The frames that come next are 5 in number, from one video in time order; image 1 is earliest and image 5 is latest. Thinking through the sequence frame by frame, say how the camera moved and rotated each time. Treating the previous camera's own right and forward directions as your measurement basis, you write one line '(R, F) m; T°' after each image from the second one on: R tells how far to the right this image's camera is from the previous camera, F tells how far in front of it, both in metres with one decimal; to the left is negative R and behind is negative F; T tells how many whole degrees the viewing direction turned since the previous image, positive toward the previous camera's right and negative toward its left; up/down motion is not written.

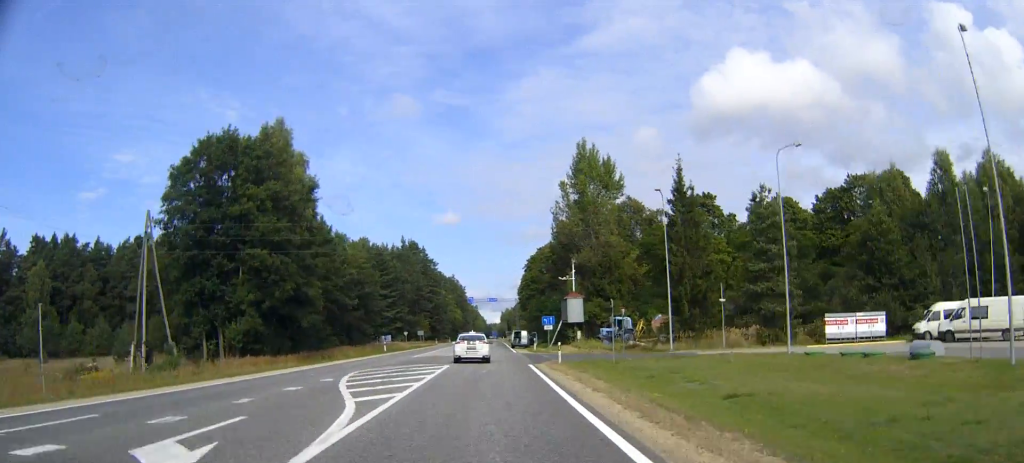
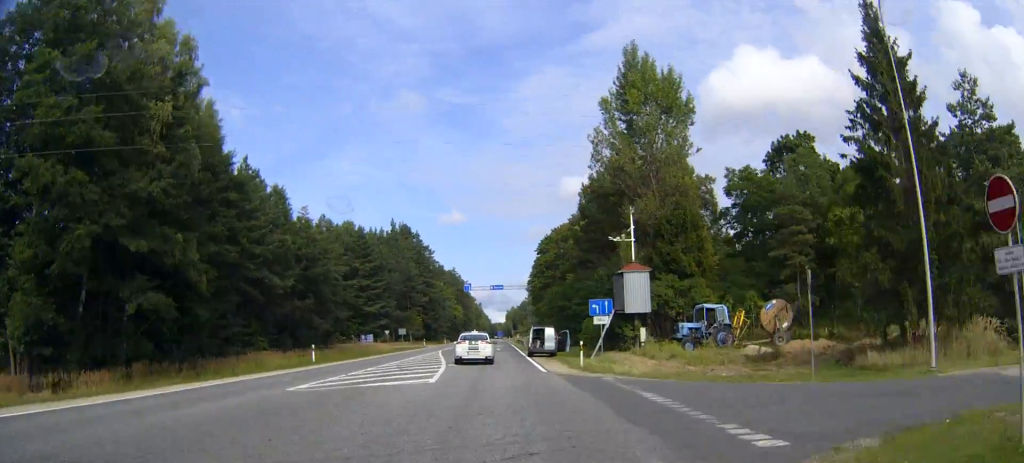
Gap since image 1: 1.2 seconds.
(+0.1, +31.9) m; 0°
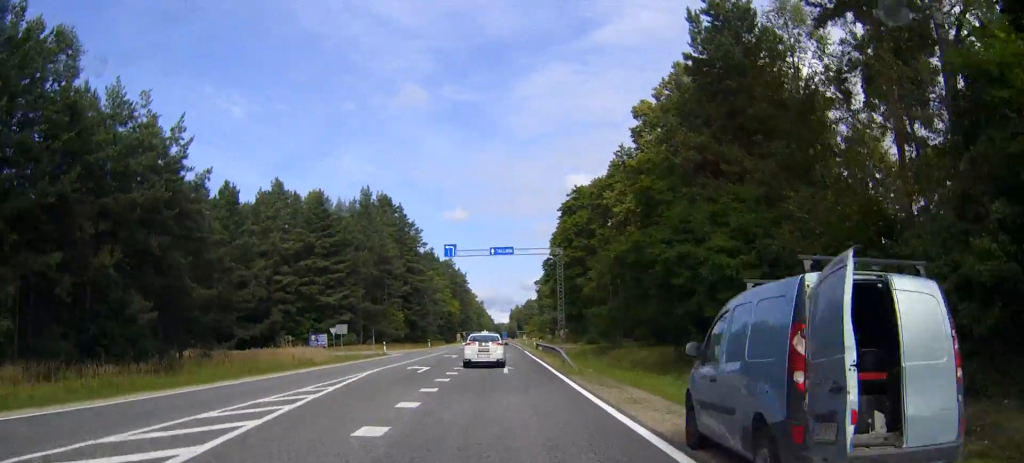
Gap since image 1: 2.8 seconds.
(0.0, +39.7) m; 0°
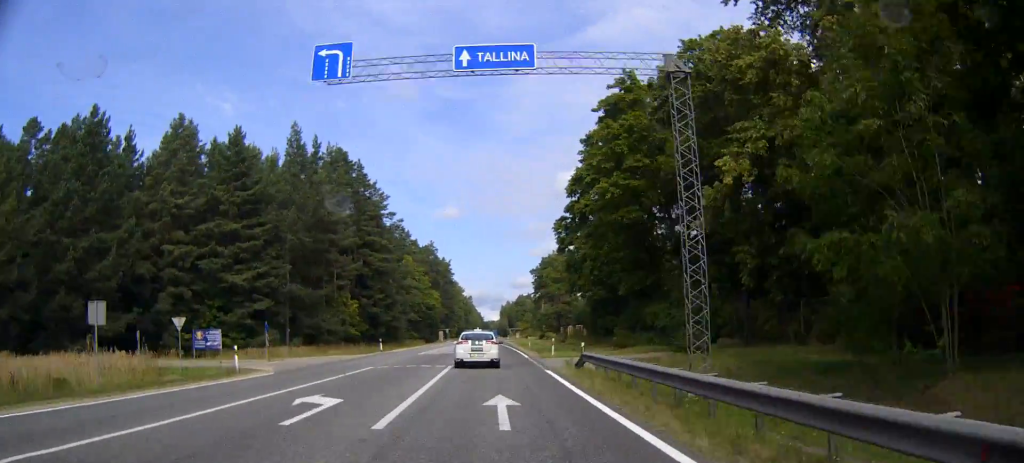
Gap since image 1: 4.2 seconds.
(0.0, +35.4) m; 0°
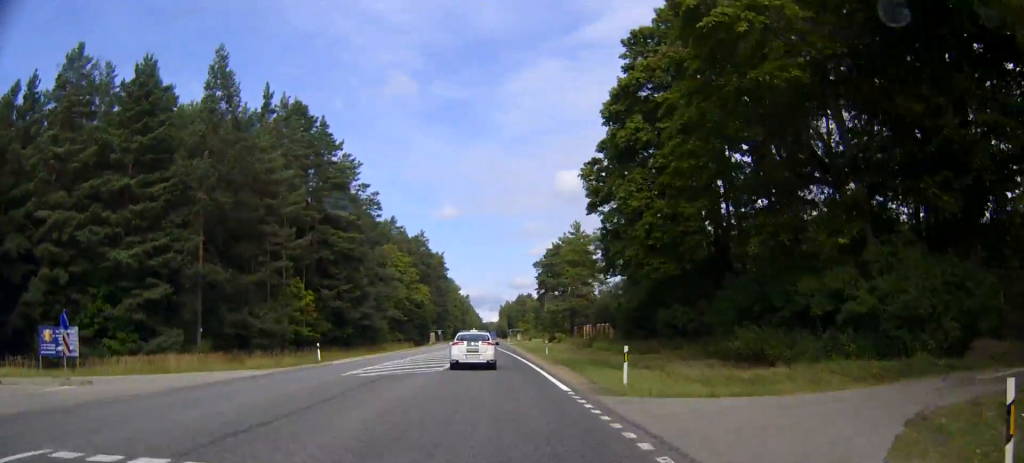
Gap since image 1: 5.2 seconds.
(0.0, +23.7) m; 0°
